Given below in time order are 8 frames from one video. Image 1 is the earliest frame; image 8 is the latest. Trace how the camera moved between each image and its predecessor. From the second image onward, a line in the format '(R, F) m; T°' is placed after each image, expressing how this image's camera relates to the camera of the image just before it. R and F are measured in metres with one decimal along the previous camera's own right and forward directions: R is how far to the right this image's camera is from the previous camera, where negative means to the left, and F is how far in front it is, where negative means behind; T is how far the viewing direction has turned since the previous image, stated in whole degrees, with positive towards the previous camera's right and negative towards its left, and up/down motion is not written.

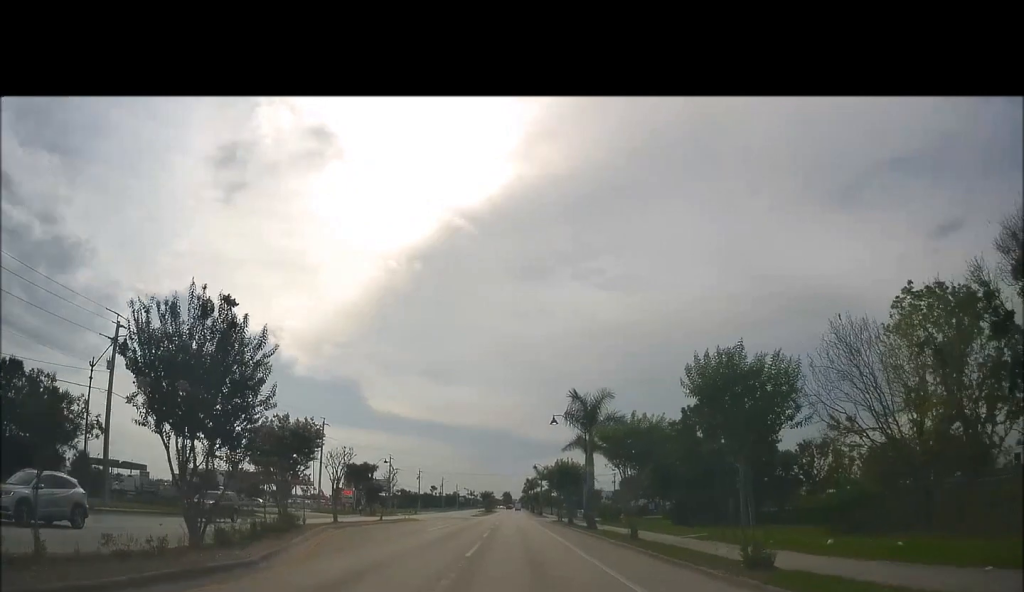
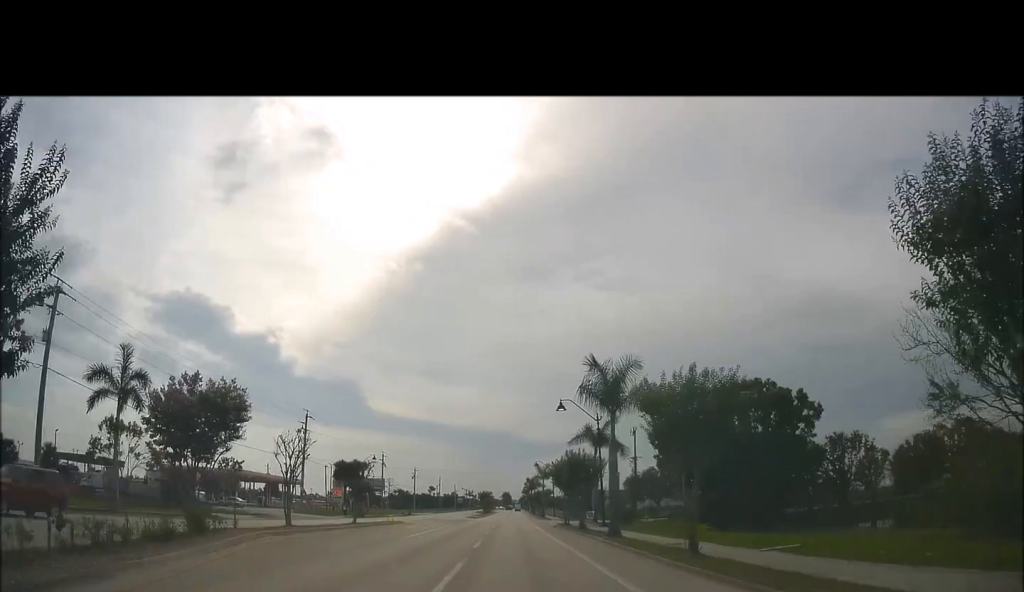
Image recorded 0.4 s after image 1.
(-0.2, +7.9) m; 0°
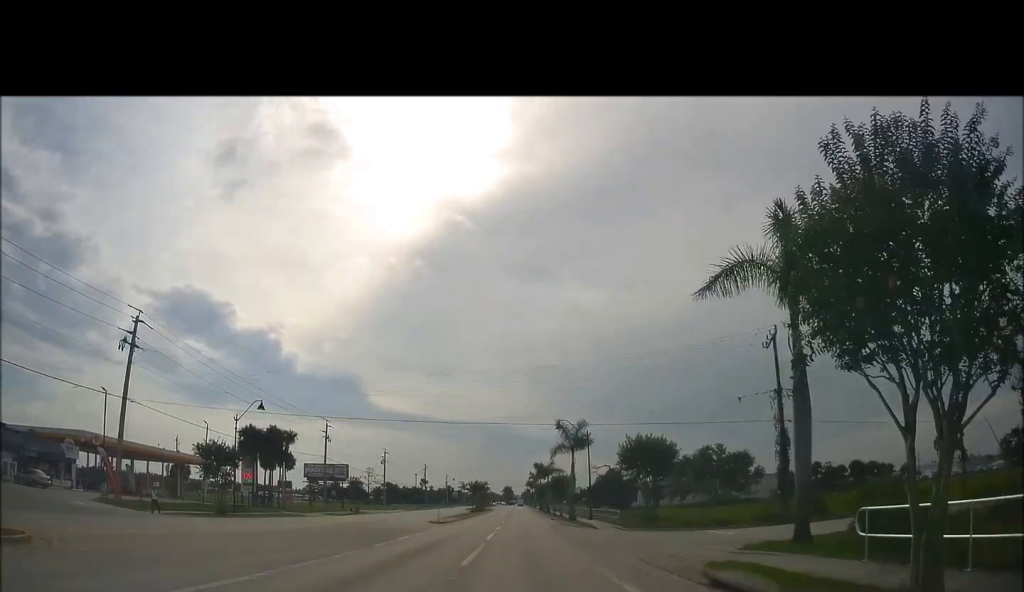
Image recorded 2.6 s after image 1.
(-0.2, +44.1) m; -1°
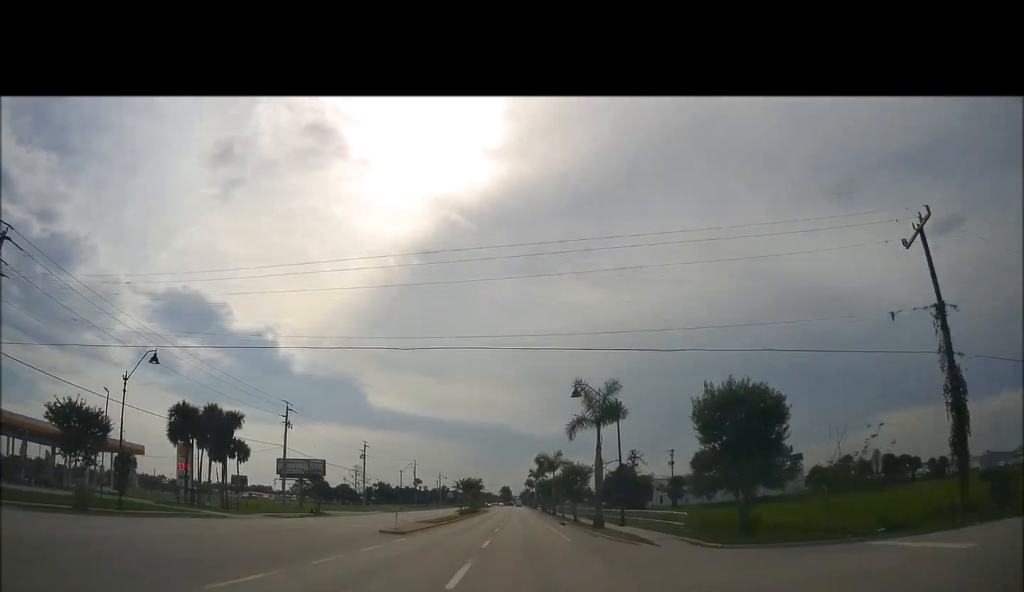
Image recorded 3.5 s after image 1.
(-0.1, +16.4) m; +1°
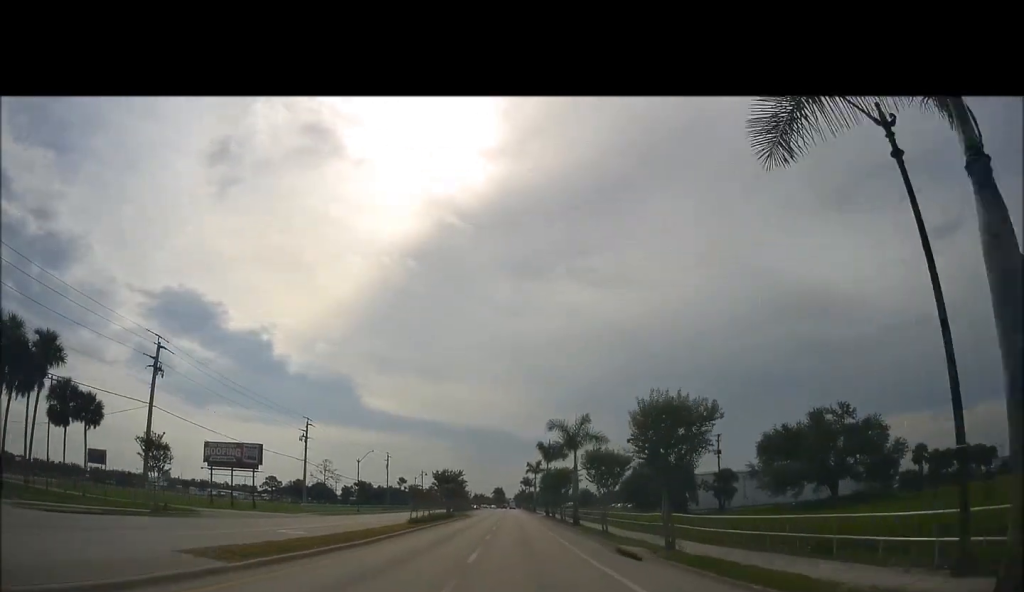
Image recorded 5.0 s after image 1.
(+0.8, +29.9) m; +1°
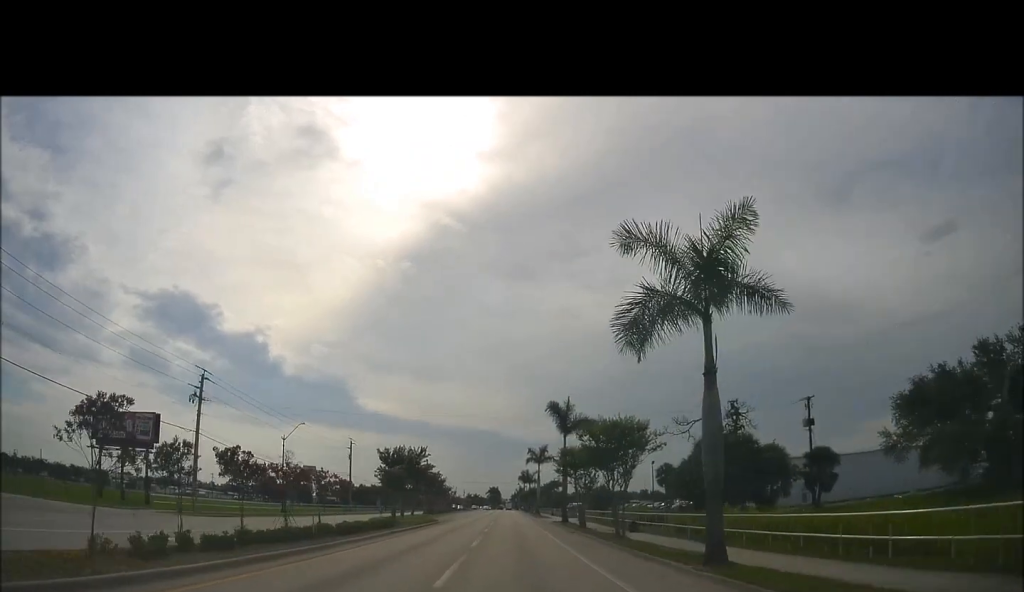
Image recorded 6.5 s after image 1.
(-0.7, +29.2) m; -1°
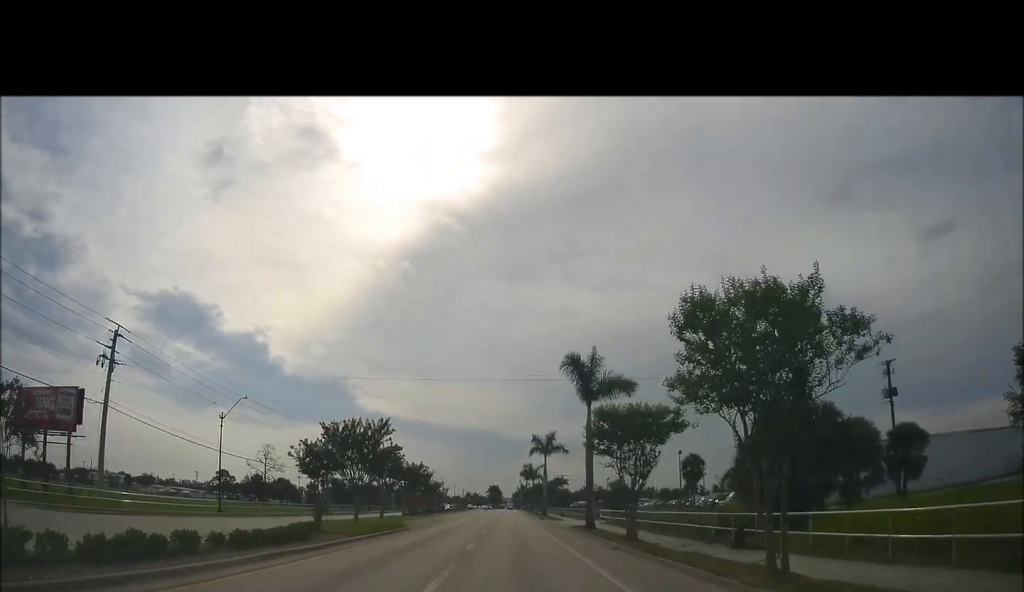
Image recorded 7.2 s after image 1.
(+0.4, +14.5) m; +1°
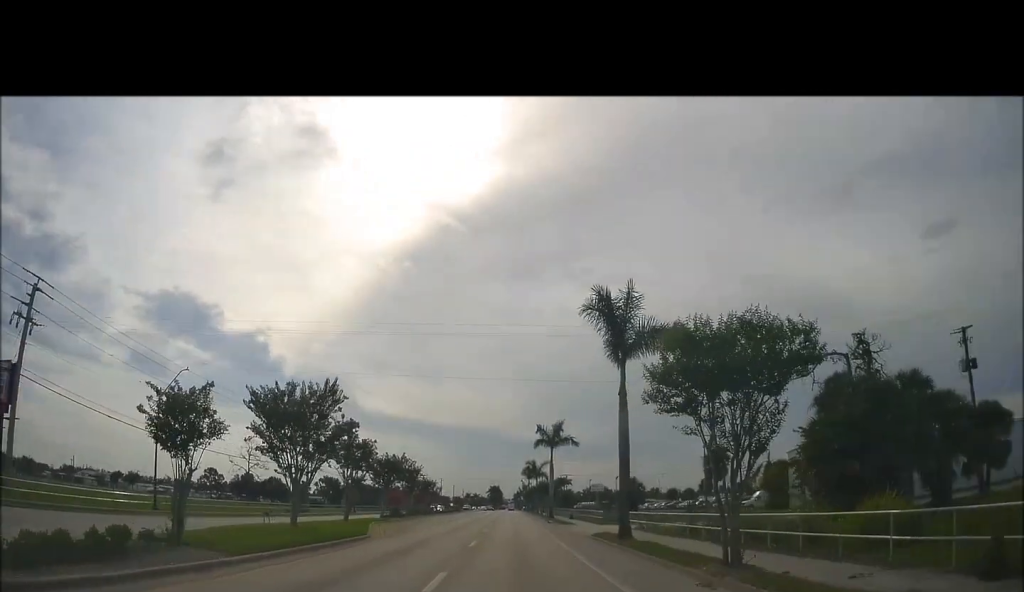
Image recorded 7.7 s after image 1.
(+0.1, +9.9) m; 0°
